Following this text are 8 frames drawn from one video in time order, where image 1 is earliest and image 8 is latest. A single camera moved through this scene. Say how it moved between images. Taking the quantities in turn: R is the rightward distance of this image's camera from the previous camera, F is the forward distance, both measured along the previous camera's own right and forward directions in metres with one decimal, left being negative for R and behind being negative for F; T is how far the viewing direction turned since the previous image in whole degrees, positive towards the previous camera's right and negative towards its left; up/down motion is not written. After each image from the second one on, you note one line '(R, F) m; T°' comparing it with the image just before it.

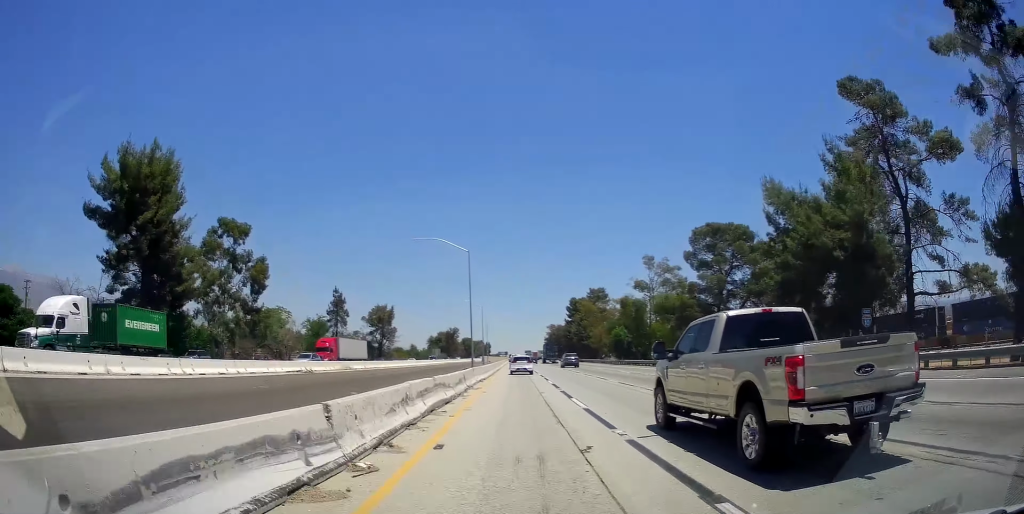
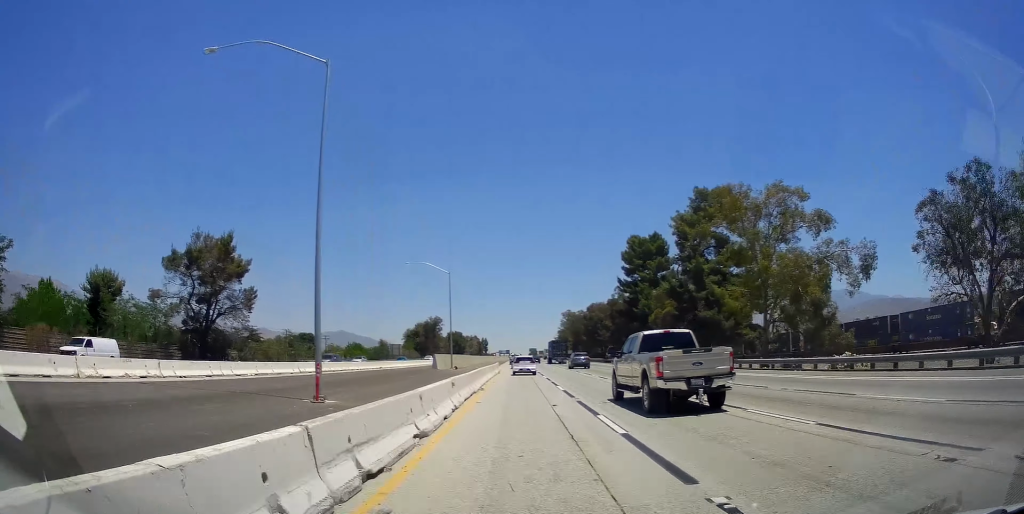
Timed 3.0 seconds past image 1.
(-0.8, +95.2) m; -1°
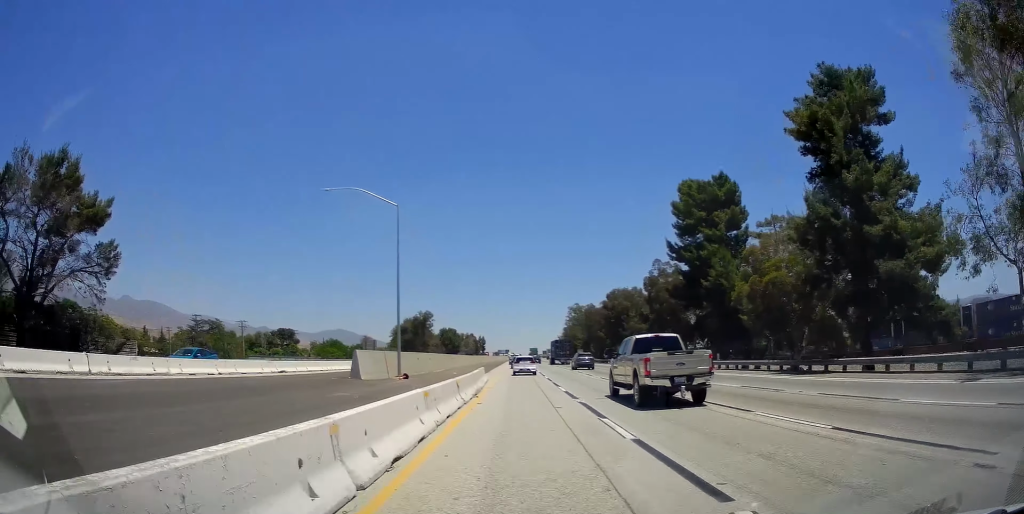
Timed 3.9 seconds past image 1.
(+0.2, +28.3) m; +1°
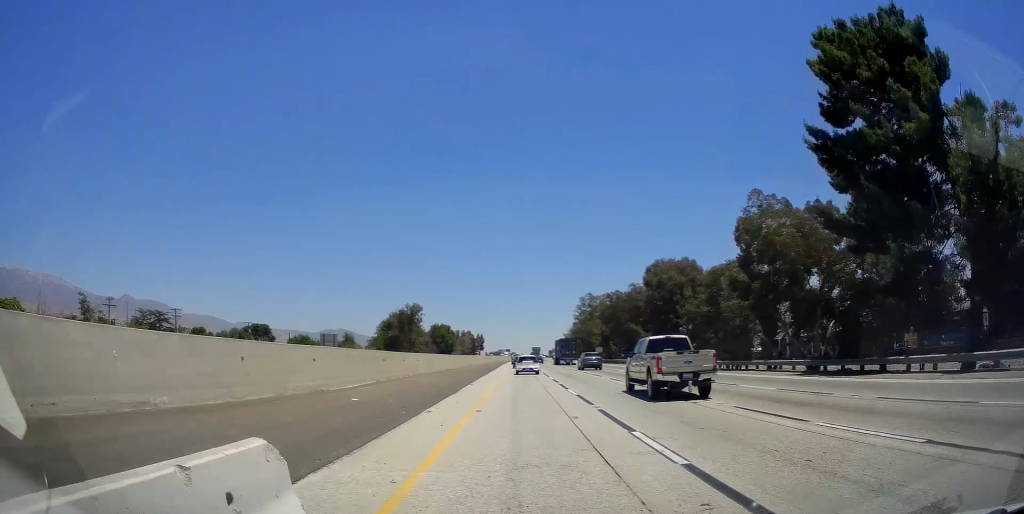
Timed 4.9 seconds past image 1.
(+0.1, +31.4) m; 0°
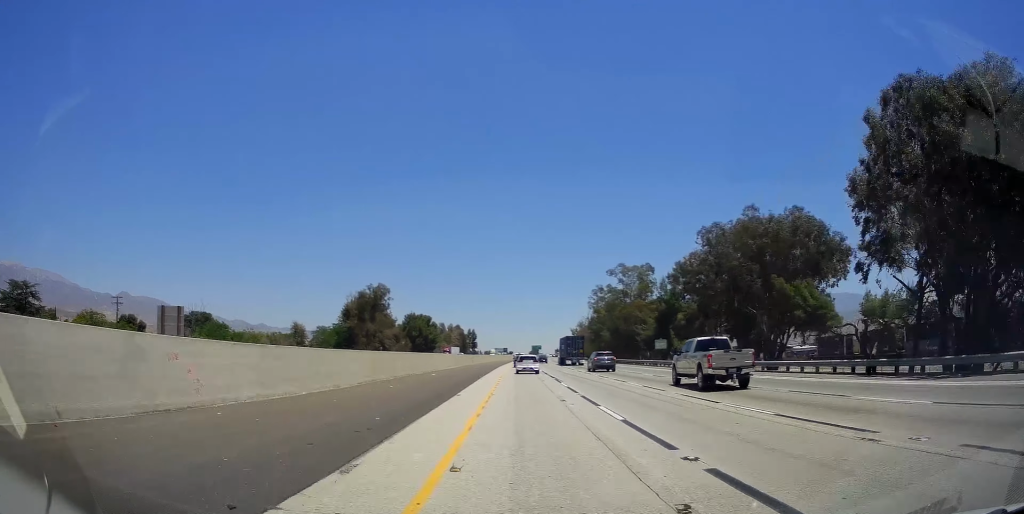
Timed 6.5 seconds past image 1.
(0.0, +53.6) m; 0°
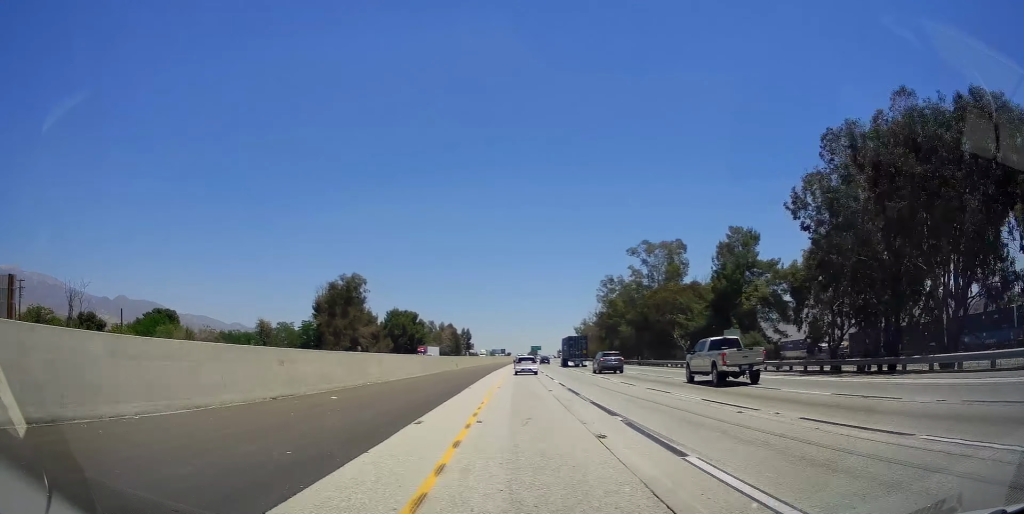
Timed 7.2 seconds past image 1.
(0.0, +24.2) m; 0°
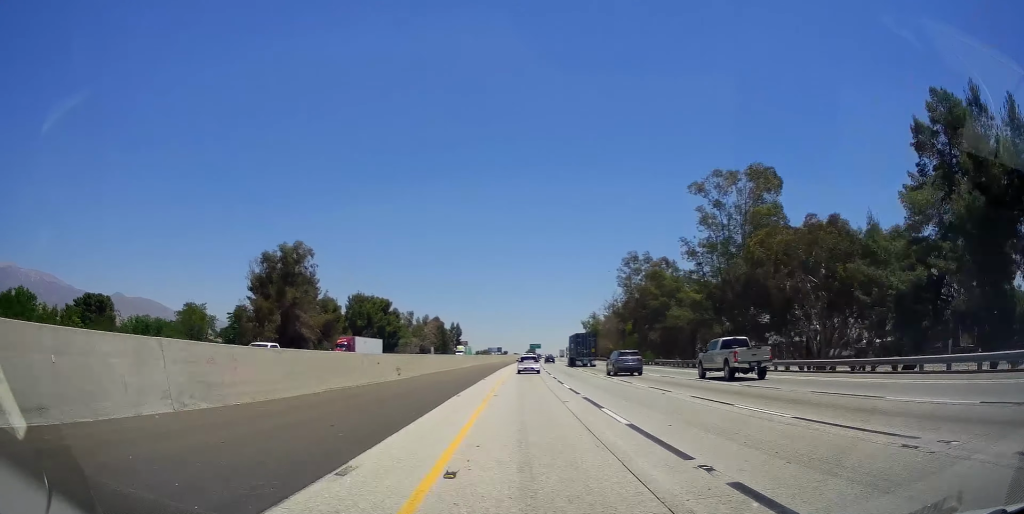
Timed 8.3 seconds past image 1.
(0.0, +34.1) m; 0°
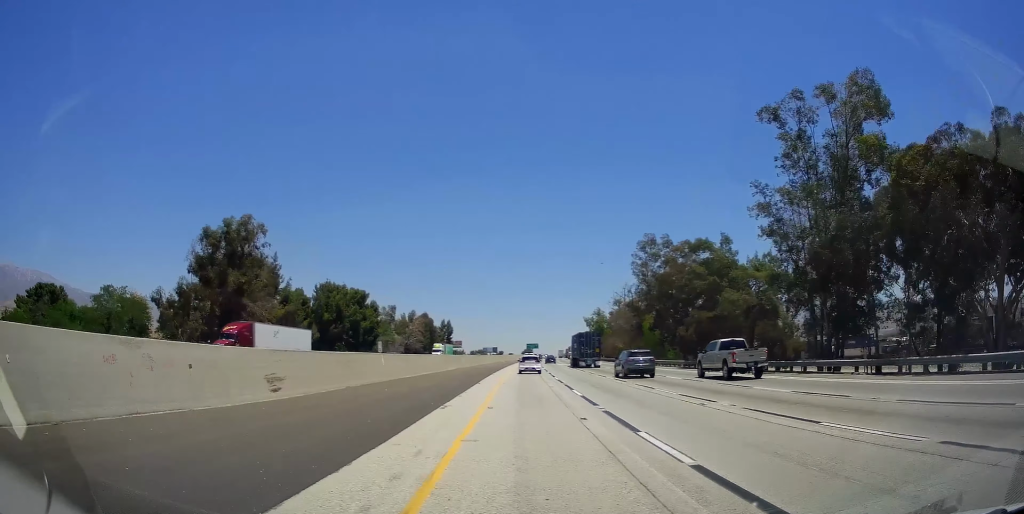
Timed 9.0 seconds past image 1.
(-0.1, +19.5) m; 0°
